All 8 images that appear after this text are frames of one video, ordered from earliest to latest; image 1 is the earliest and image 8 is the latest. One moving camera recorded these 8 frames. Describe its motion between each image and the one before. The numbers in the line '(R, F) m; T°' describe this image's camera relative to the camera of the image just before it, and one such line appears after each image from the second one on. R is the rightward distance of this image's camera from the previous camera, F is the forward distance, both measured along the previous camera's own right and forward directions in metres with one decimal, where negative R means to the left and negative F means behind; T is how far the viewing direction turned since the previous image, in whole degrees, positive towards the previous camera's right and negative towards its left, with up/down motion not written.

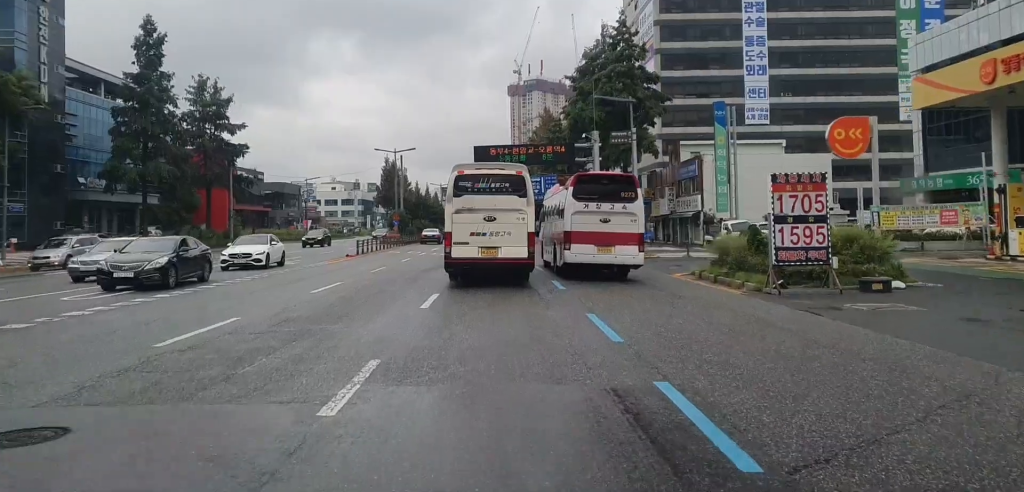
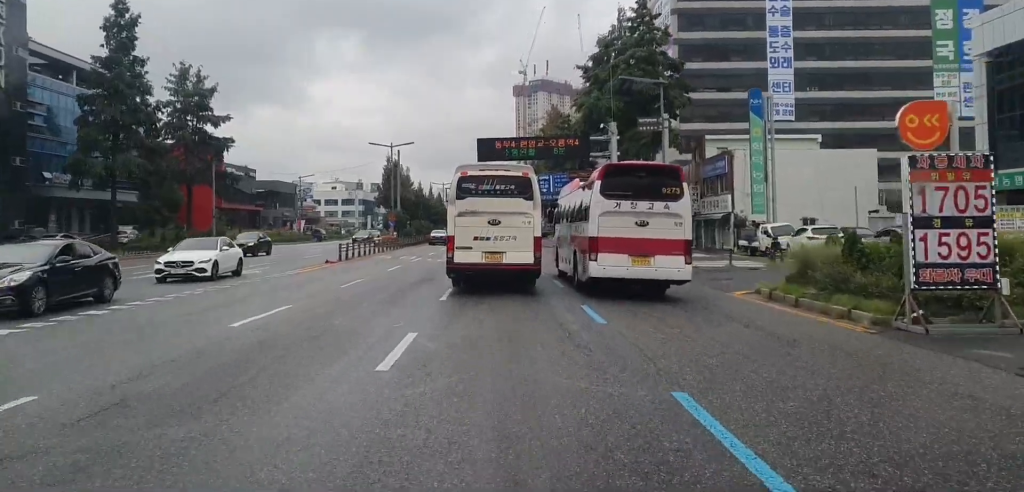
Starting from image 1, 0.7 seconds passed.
(0.0, +6.8) m; 0°
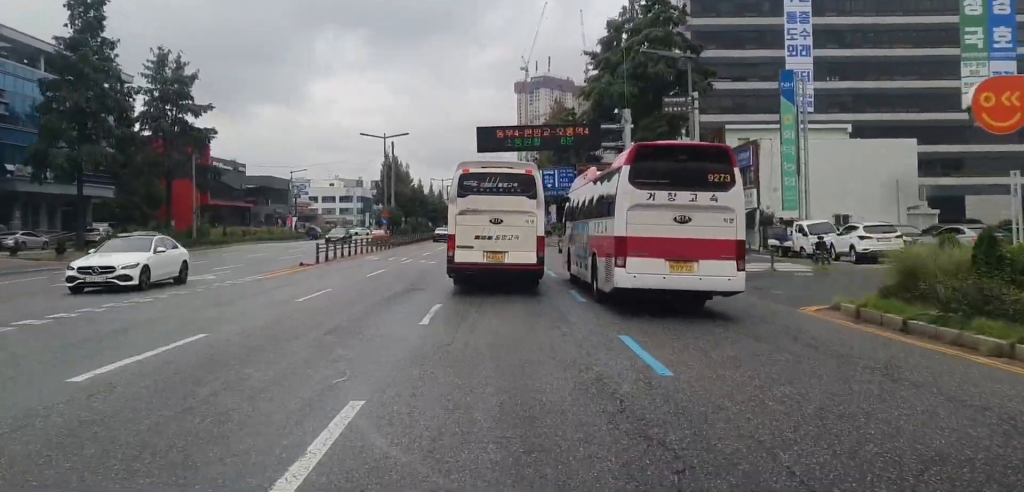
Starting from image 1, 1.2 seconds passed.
(-0.2, +5.2) m; 0°
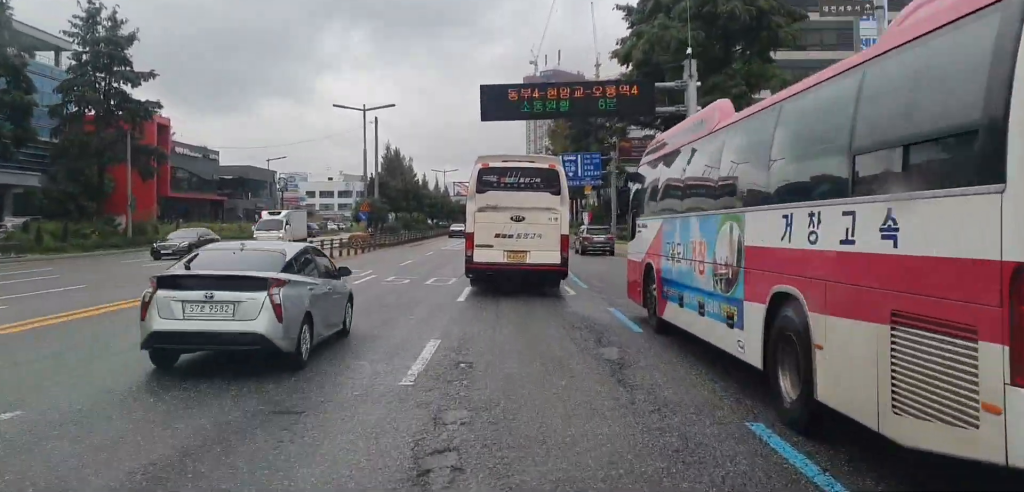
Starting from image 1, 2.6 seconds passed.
(+0.1, +14.3) m; -2°
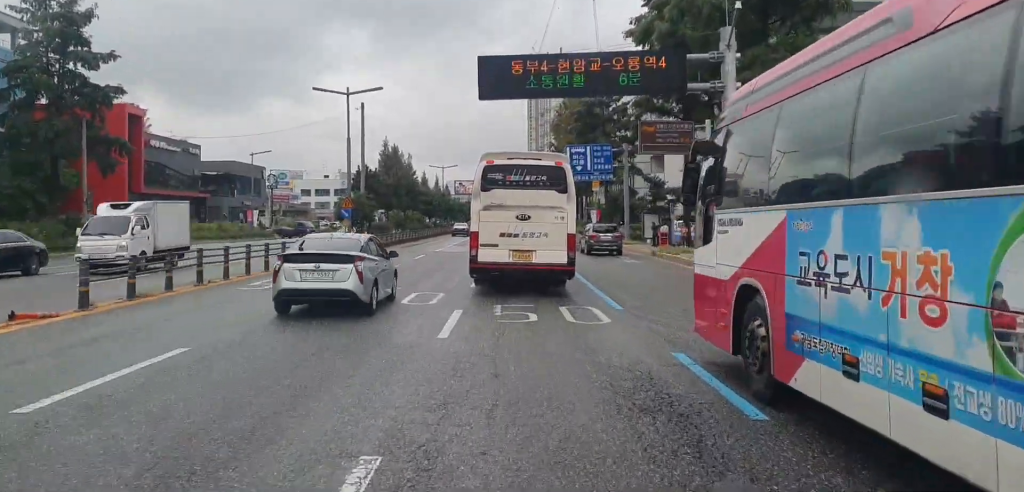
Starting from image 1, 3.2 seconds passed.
(-0.3, +5.9) m; -1°
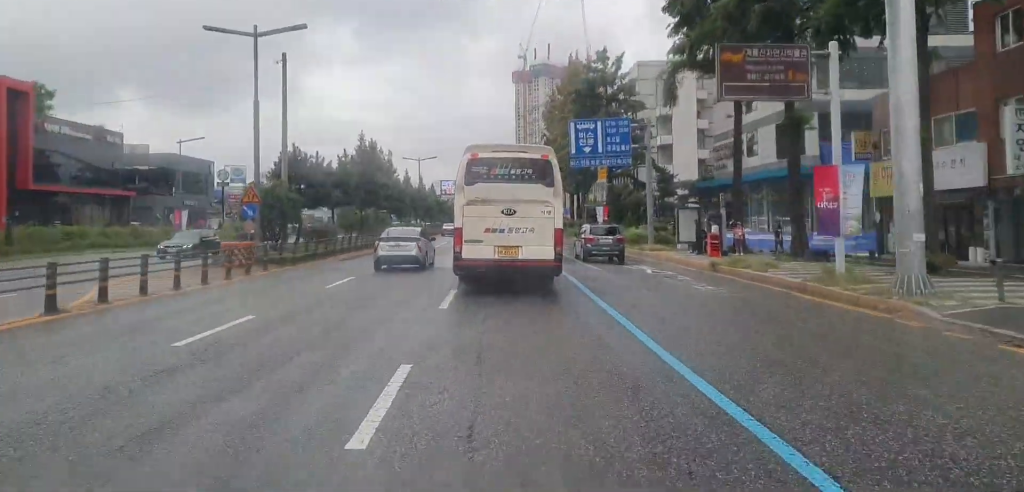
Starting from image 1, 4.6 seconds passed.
(+0.3, +14.7) m; +2°
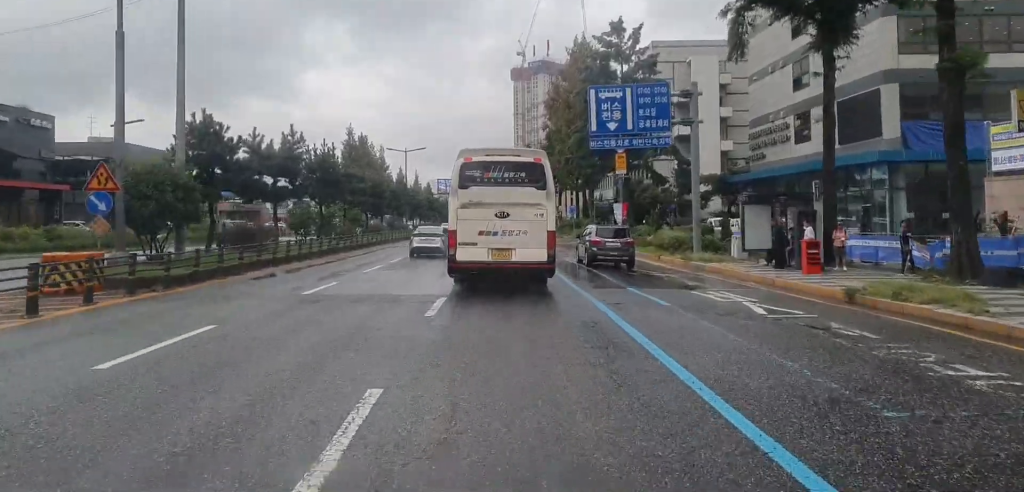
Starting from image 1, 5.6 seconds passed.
(0.0, +11.3) m; 0°
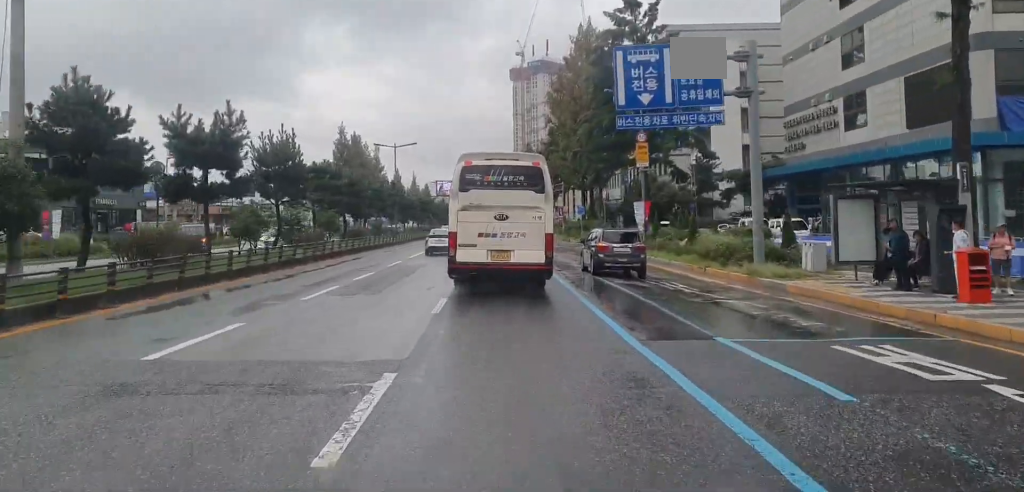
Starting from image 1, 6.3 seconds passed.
(0.0, +8.0) m; 0°
